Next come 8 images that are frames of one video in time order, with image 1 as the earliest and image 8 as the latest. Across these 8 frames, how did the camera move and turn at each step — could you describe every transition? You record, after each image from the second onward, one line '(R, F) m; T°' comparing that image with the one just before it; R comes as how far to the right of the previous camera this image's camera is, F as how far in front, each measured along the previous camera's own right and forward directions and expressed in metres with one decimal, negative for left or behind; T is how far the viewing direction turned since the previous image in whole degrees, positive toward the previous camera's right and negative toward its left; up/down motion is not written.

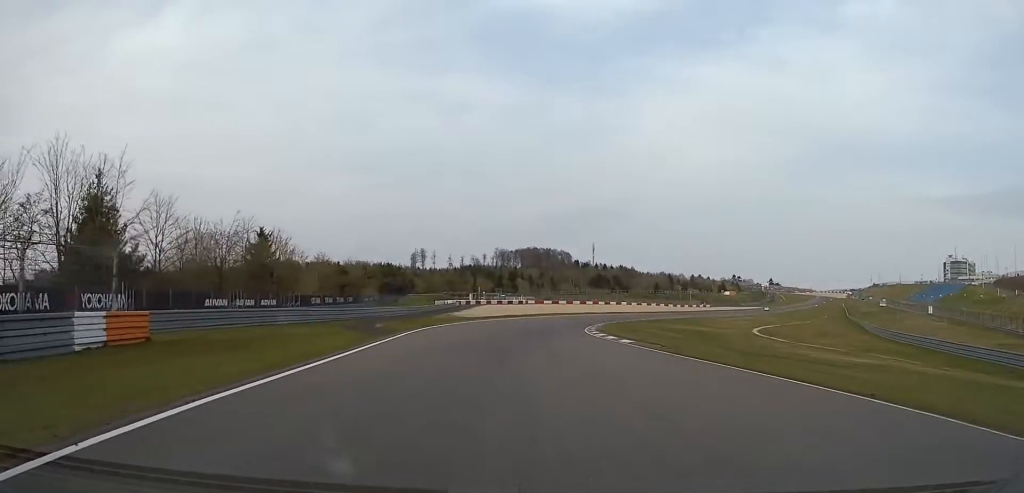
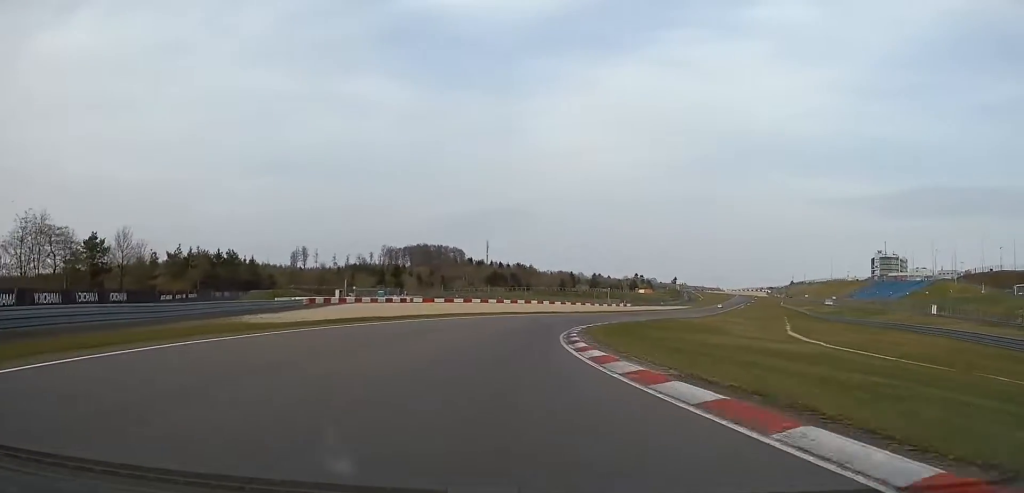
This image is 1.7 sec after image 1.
(+2.1, +46.6) m; +7°
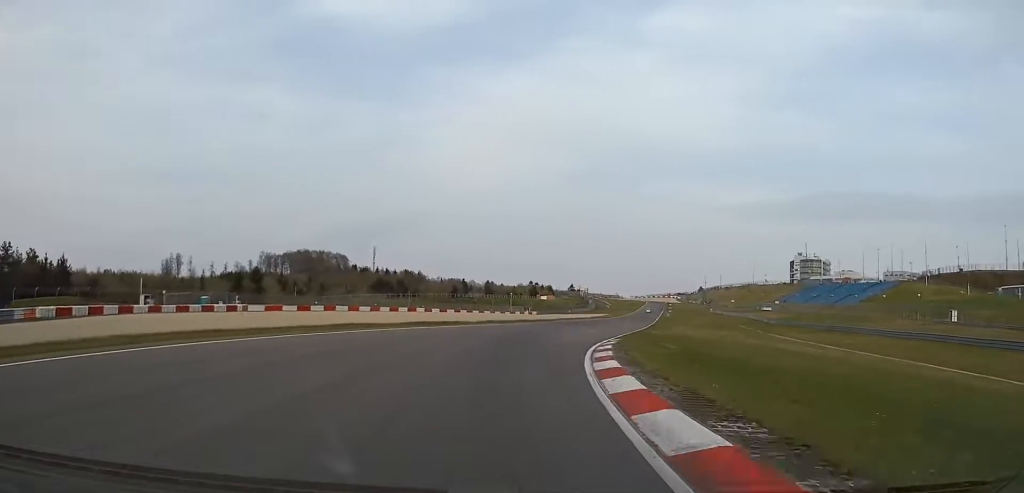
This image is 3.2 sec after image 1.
(+3.3, +42.8) m; +10°
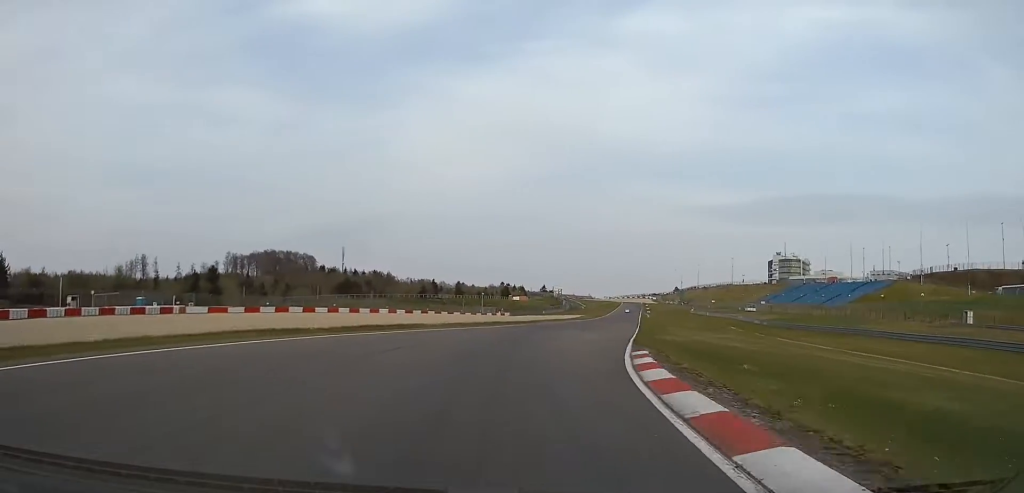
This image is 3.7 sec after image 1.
(+0.2, +12.3) m; +3°
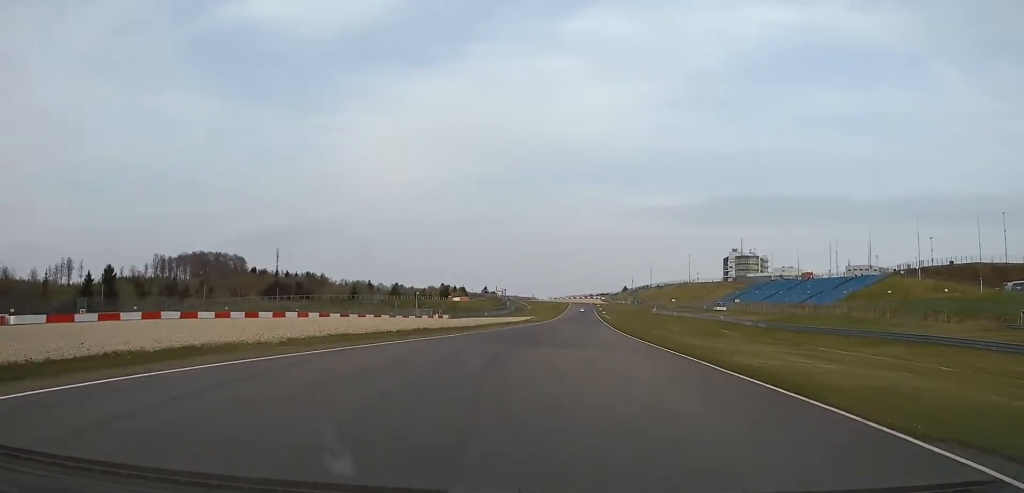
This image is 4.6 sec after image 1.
(+1.8, +27.7) m; +6°
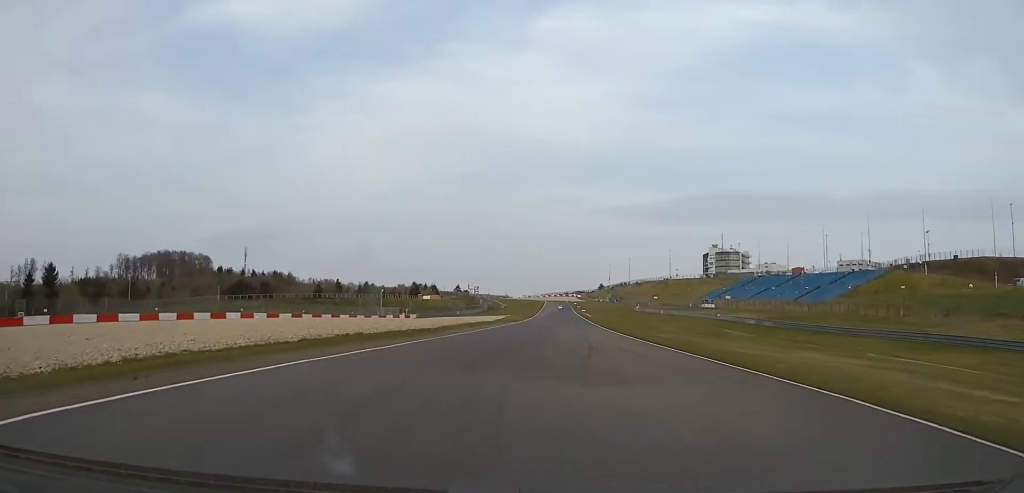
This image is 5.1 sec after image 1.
(+0.4, +15.0) m; +3°
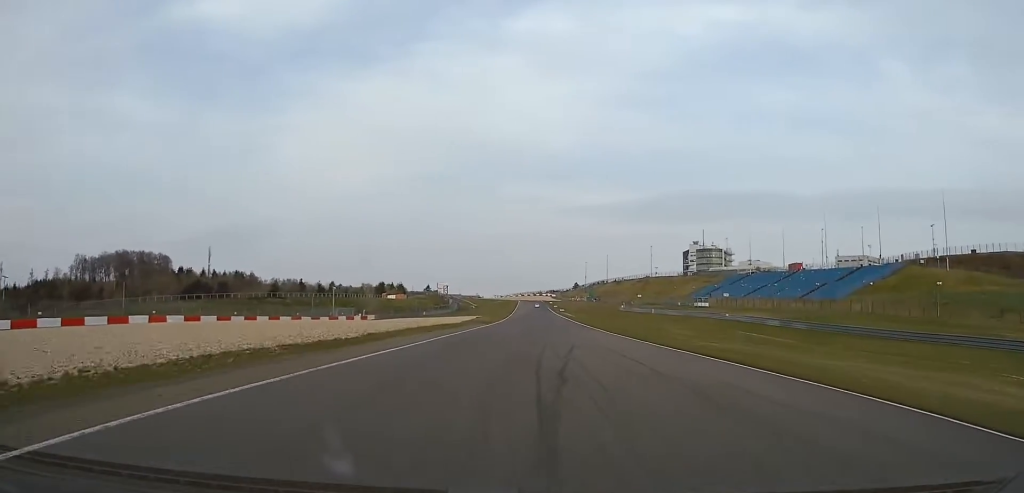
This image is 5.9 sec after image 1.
(+0.7, +20.8) m; +3°
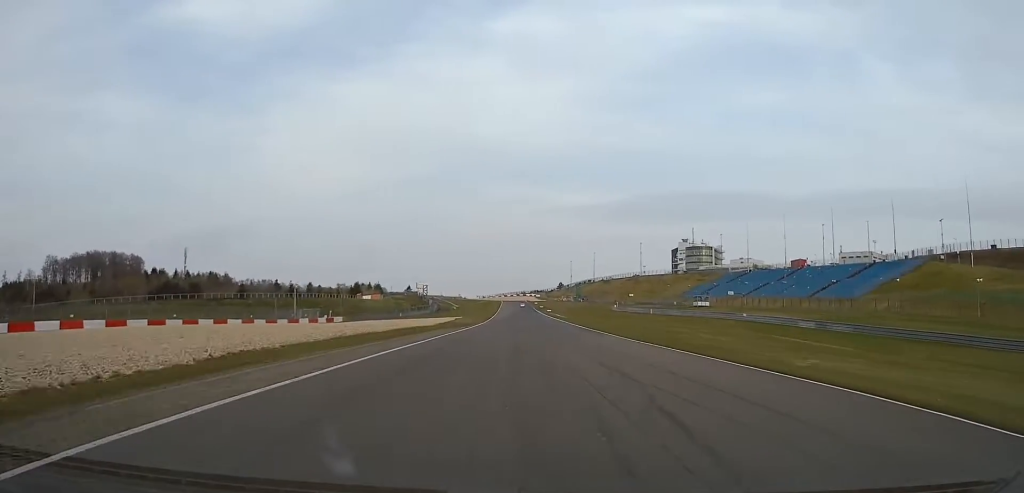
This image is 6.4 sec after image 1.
(+0.5, +15.6) m; +2°
